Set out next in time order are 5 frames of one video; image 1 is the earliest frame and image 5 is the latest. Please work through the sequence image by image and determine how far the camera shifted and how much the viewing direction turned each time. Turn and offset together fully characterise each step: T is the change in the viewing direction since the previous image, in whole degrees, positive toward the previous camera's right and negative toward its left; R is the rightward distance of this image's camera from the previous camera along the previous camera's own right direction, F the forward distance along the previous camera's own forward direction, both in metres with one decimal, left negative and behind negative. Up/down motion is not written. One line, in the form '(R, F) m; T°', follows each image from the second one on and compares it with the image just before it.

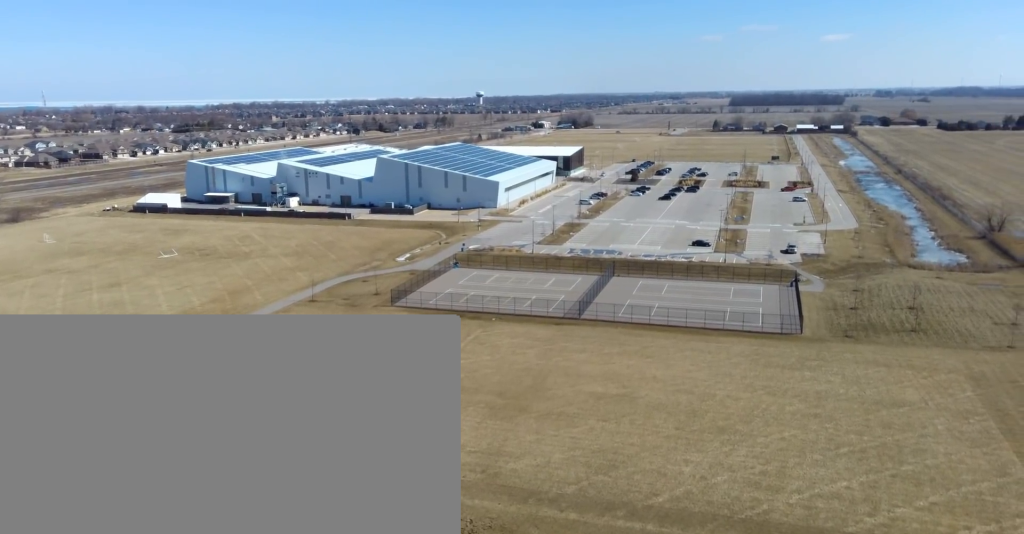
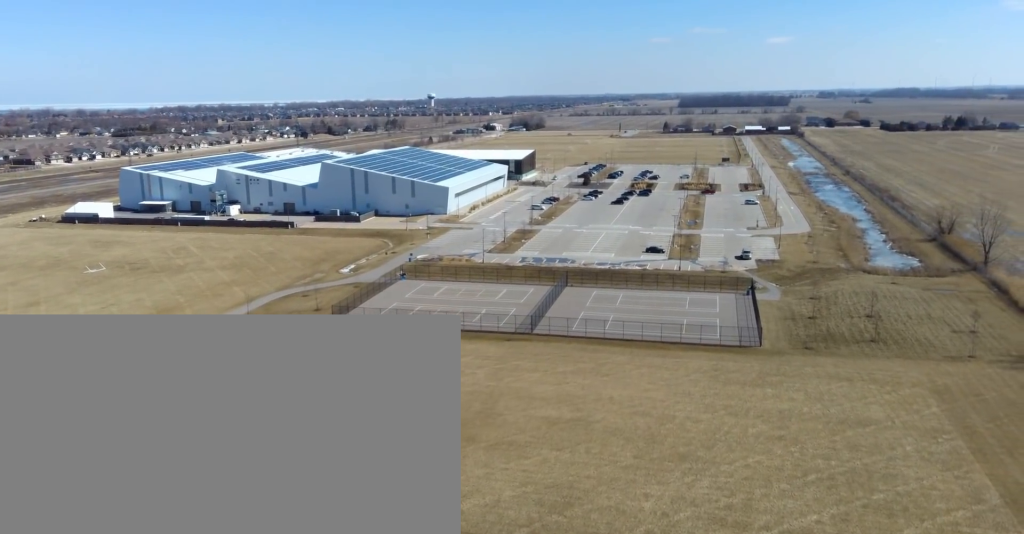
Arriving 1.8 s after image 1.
(+0.1, +5.4) m; +1°
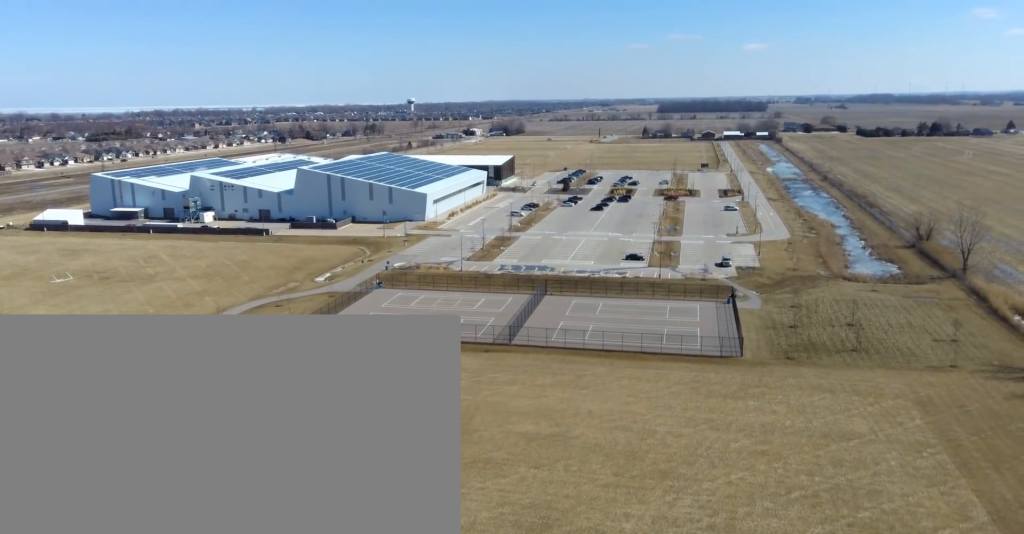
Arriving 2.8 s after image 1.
(0.0, +3.2) m; -2°
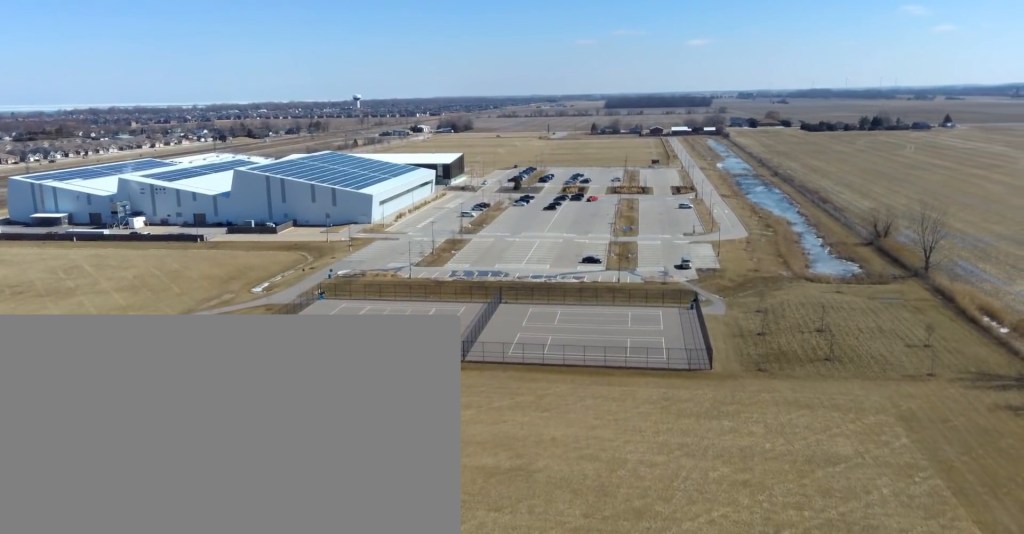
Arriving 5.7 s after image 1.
(0.0, +15.3) m; +4°
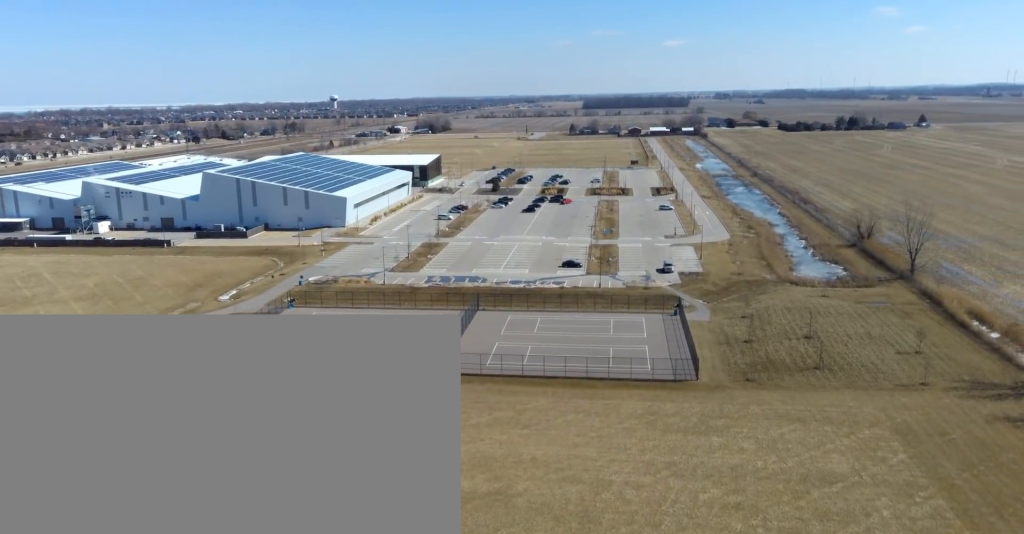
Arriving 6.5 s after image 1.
(0.0, +5.2) m; +1°
